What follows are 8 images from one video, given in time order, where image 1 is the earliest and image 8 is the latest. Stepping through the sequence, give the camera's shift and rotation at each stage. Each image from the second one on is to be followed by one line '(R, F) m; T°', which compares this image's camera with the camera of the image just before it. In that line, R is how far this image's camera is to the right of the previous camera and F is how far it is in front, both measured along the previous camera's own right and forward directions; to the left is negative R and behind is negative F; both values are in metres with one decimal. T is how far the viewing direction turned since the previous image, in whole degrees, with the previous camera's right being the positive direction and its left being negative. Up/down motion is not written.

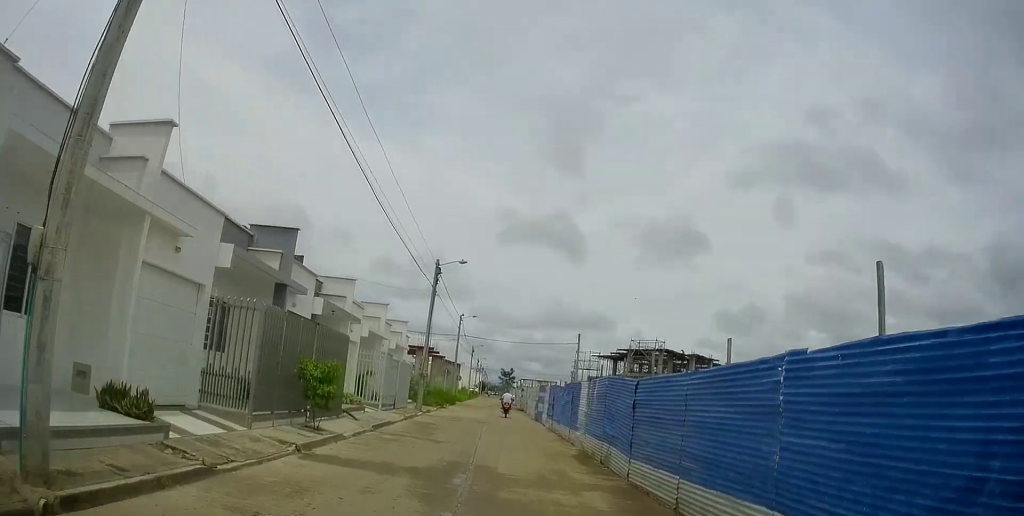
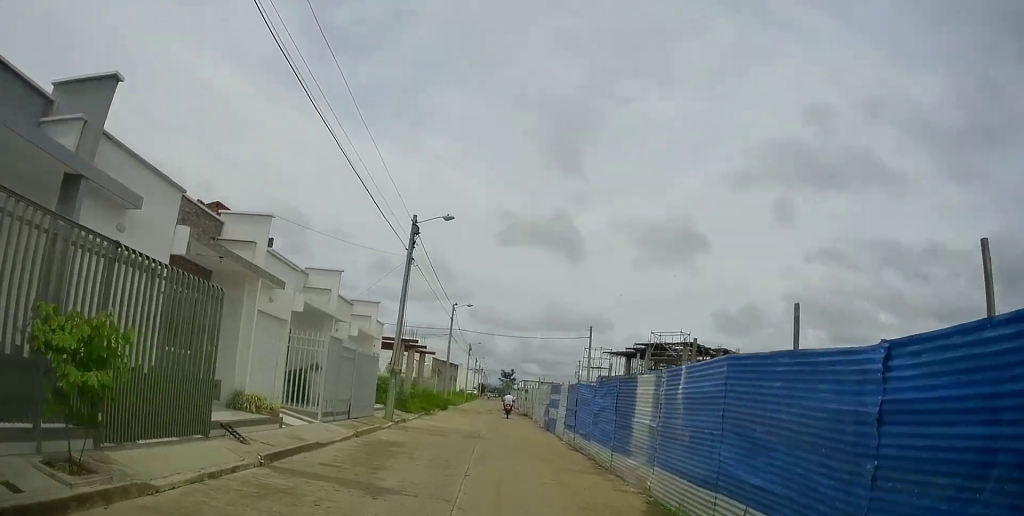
(-0.1, +6.5) m; 0°
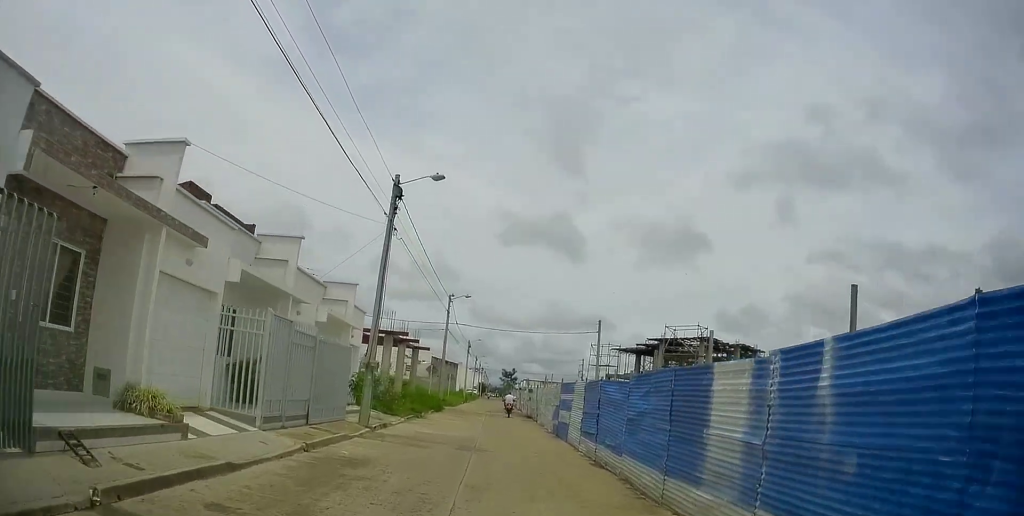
(+0.2, +3.8) m; 0°
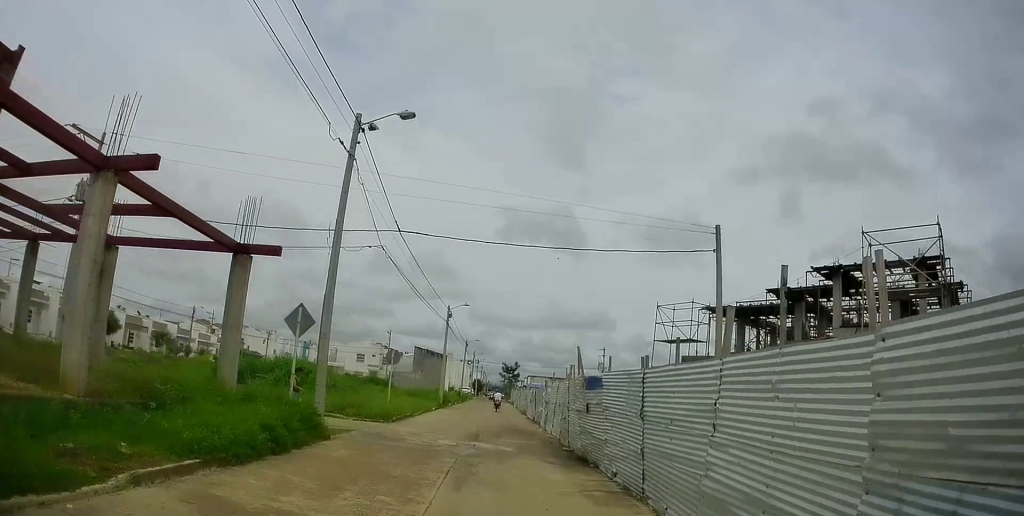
(+0.9, +26.2) m; +4°
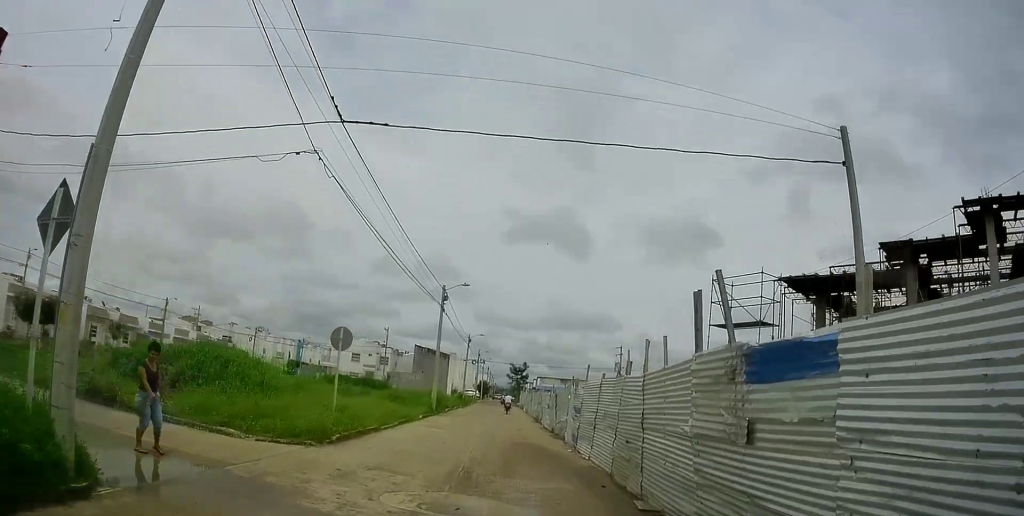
(-0.2, +8.9) m; -2°
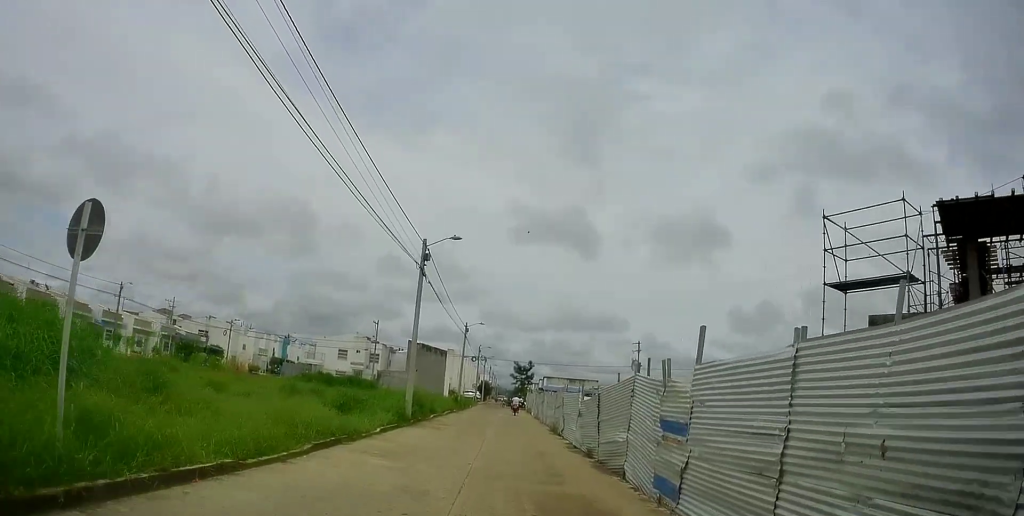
(-0.2, +10.4) m; 0°
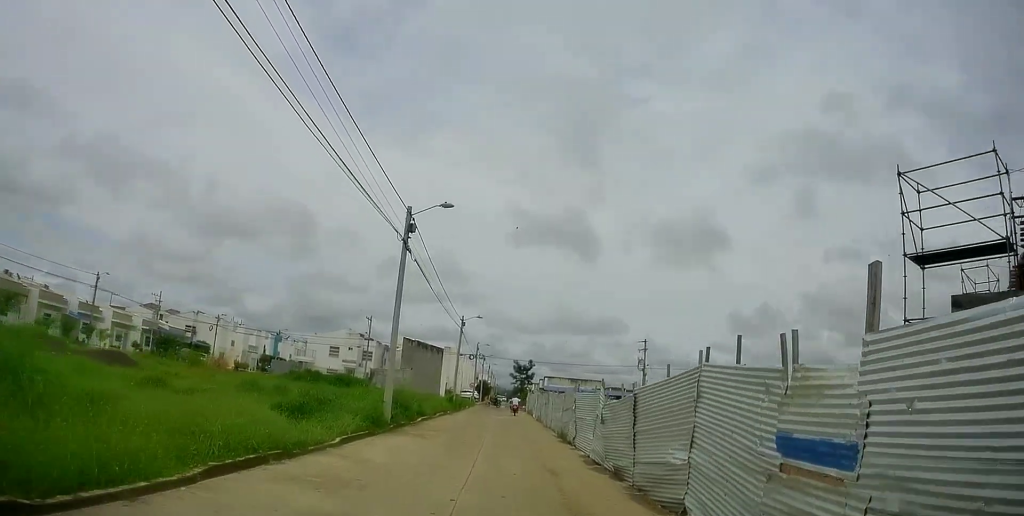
(+0.1, +4.2) m; +1°
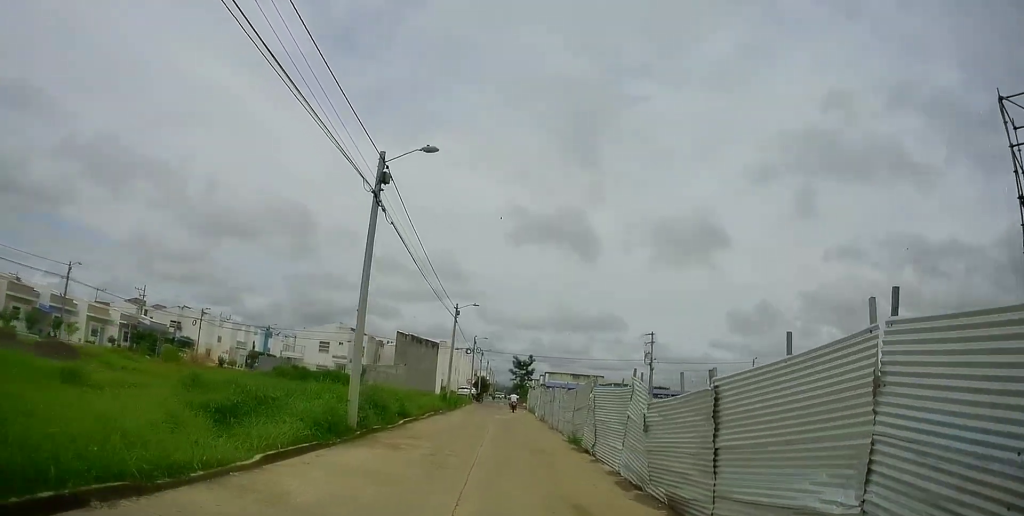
(0.0, +4.6) m; 0°
